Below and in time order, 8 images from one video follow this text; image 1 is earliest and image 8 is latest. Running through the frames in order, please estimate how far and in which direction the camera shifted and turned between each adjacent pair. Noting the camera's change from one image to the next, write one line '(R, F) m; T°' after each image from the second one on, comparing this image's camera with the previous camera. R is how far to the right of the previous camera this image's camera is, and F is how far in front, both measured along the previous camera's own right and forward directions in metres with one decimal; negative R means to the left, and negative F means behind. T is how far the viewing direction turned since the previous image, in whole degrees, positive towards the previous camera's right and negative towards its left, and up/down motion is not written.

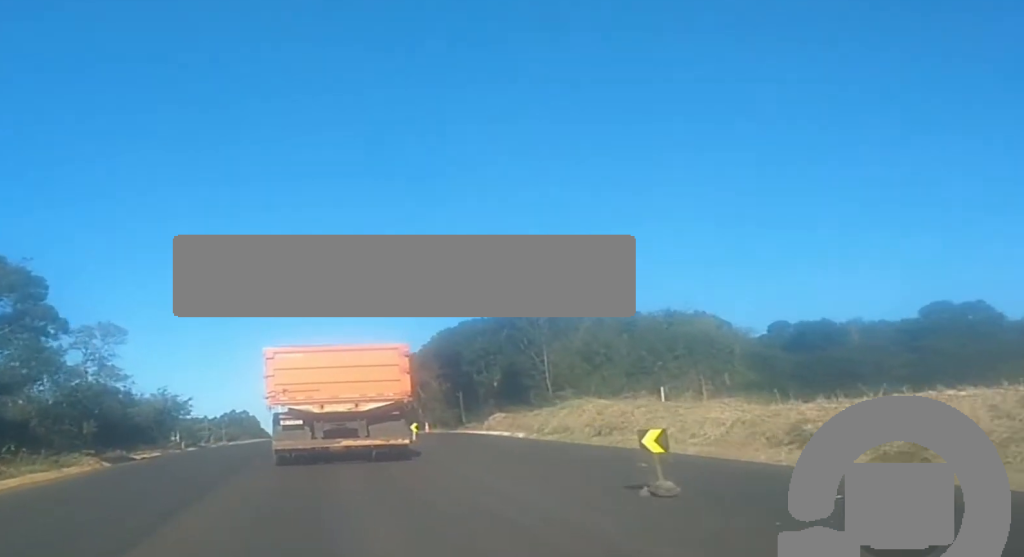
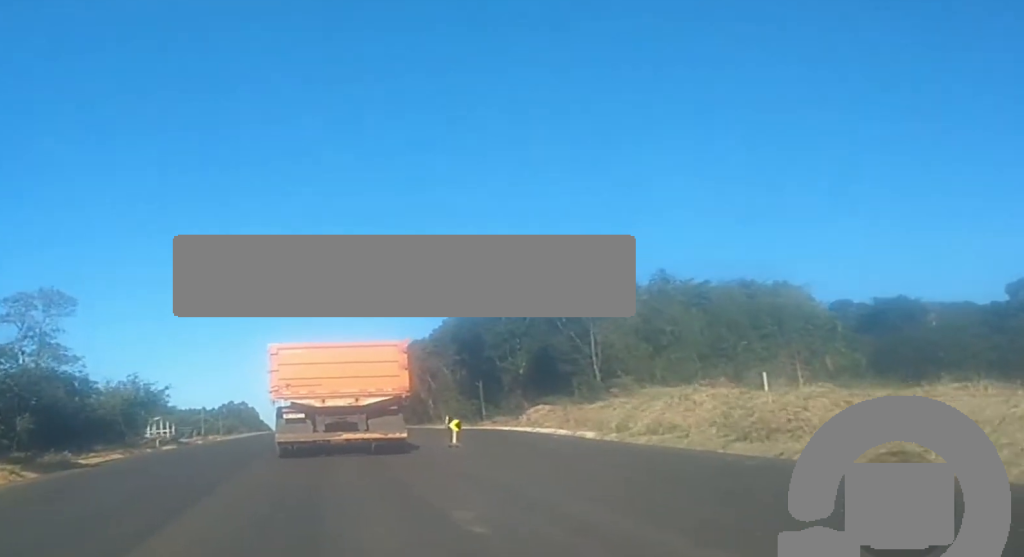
(0.0, +10.1) m; 0°
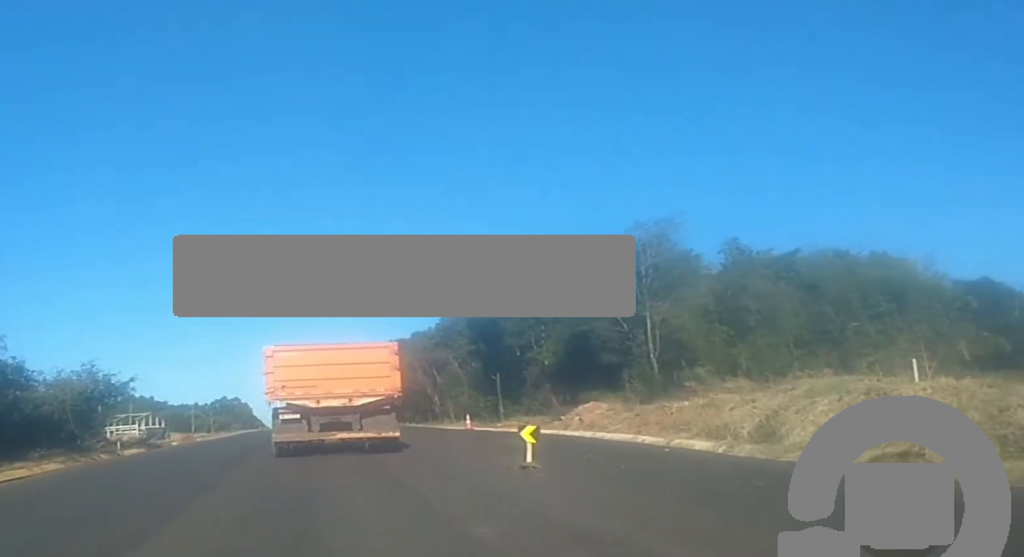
(0.0, +9.3) m; 0°
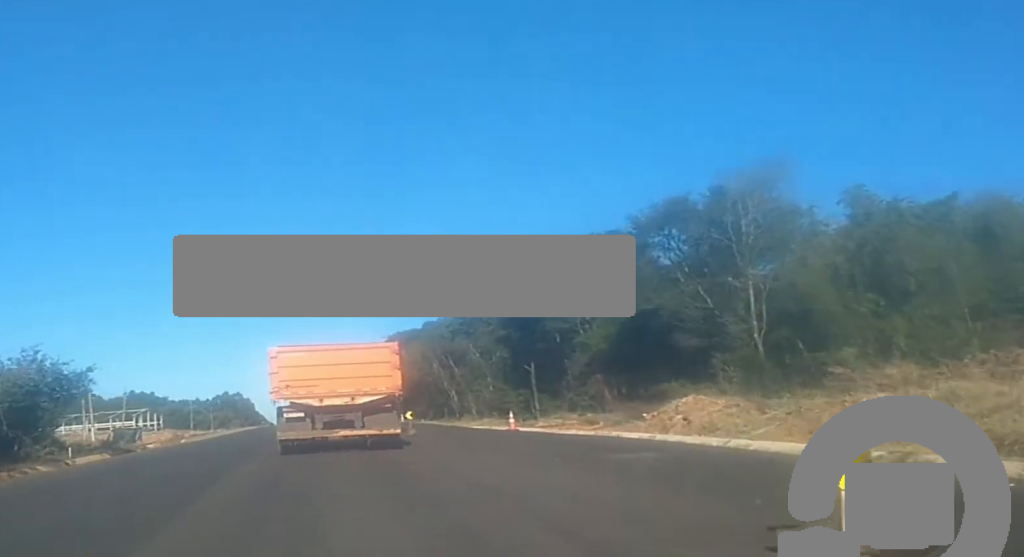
(0.0, +9.5) m; +1°
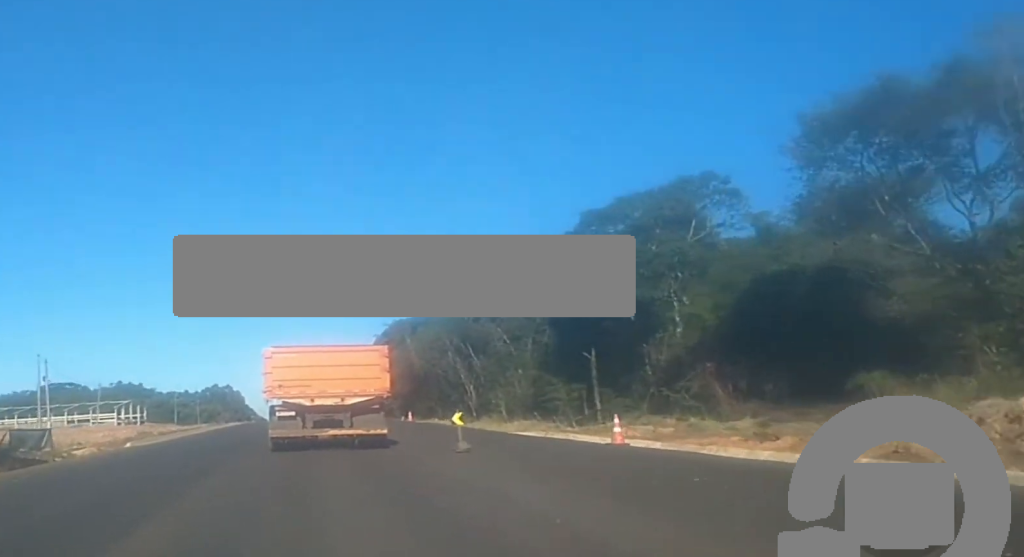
(+0.2, +13.4) m; +1°
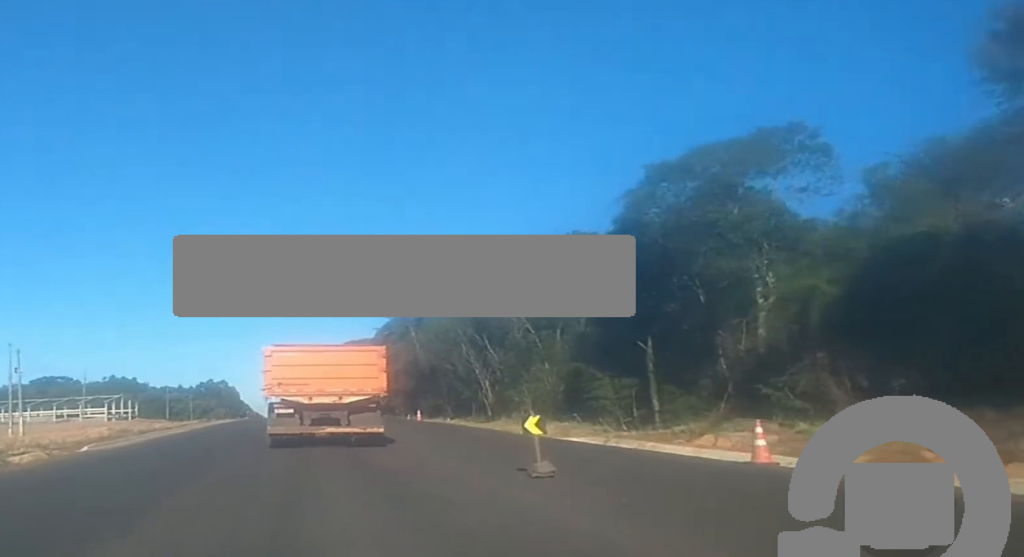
(0.0, +7.3) m; 0°
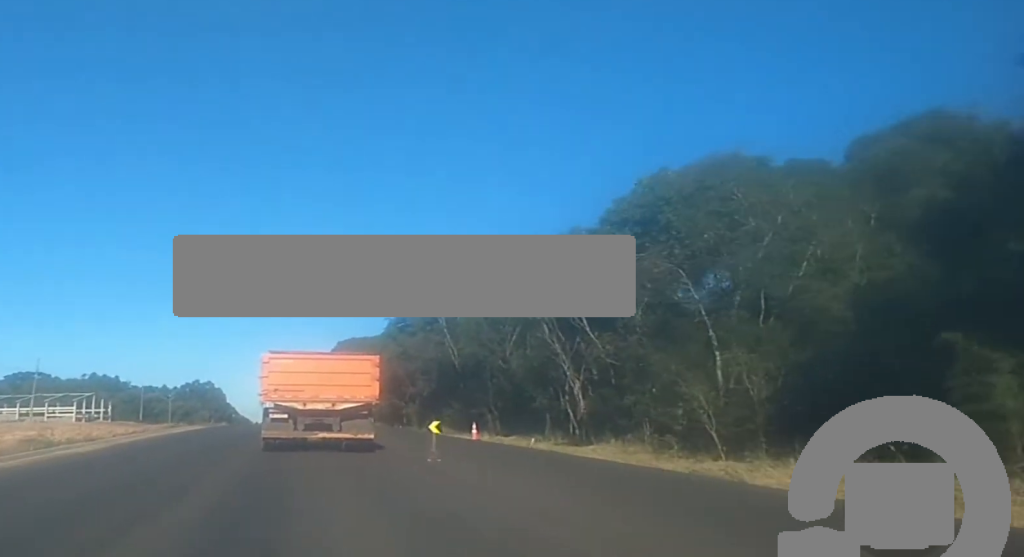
(+0.2, +21.4) m; 0°
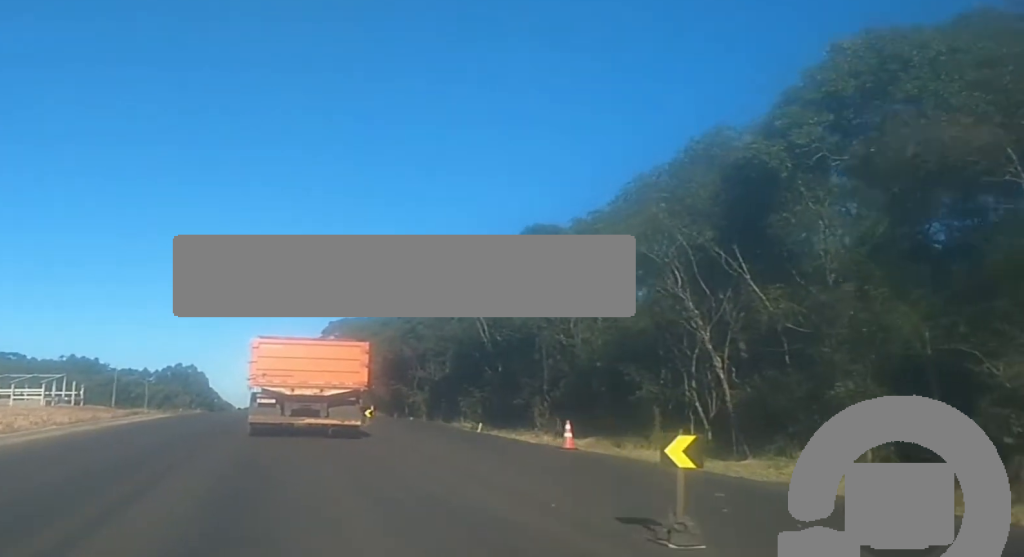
(-0.4, +14.3) m; -1°
